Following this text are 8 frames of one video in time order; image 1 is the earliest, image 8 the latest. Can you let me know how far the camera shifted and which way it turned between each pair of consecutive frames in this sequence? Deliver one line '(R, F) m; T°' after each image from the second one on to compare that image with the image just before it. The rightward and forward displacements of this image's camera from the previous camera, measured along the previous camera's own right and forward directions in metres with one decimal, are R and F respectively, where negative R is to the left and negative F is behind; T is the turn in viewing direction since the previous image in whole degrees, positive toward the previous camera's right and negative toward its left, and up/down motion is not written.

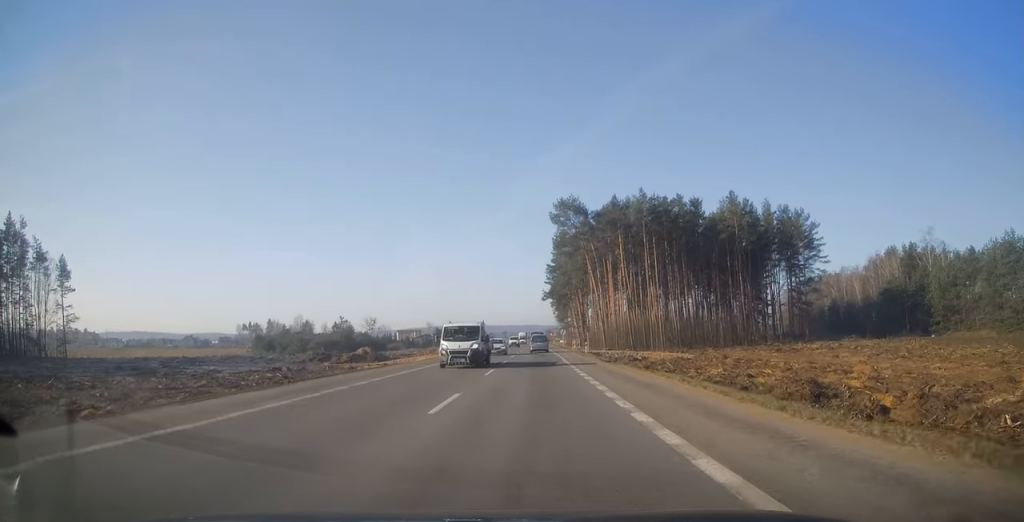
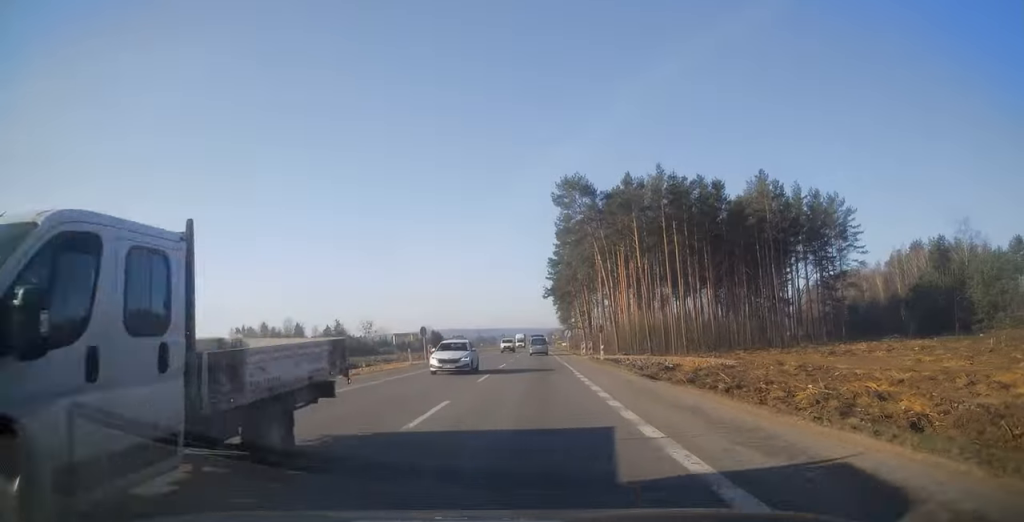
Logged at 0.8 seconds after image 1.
(0.0, +13.5) m; 0°
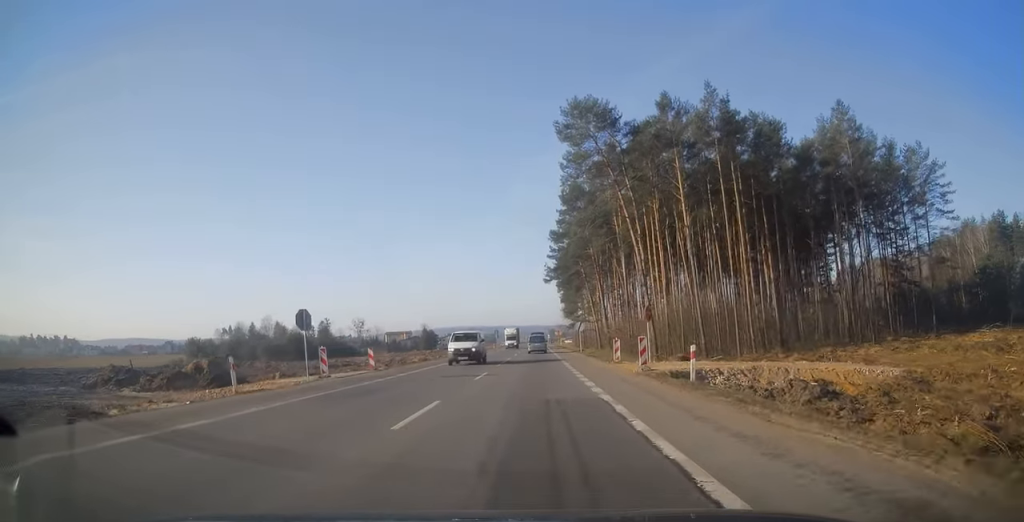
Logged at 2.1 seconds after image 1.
(0.0, +24.2) m; 0°
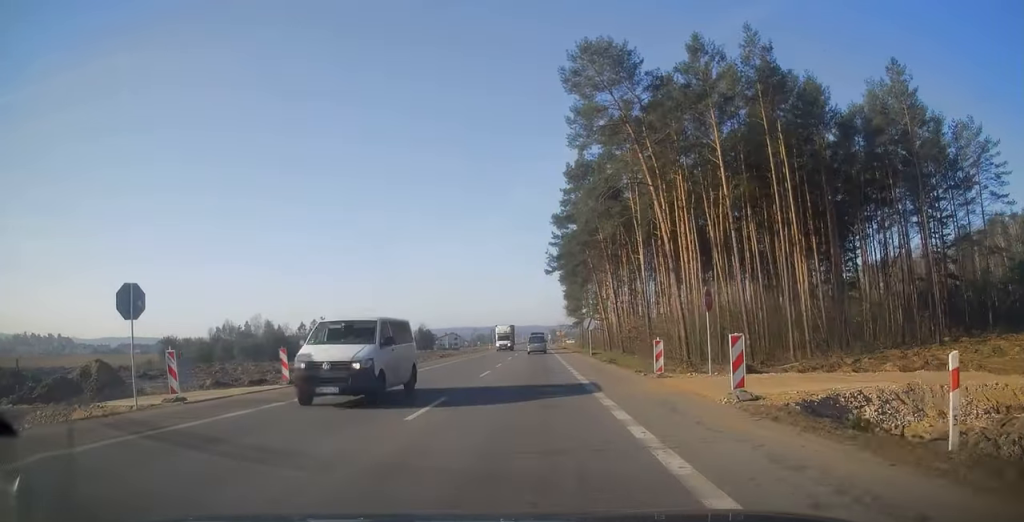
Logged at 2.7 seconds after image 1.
(0.0, +10.9) m; 0°
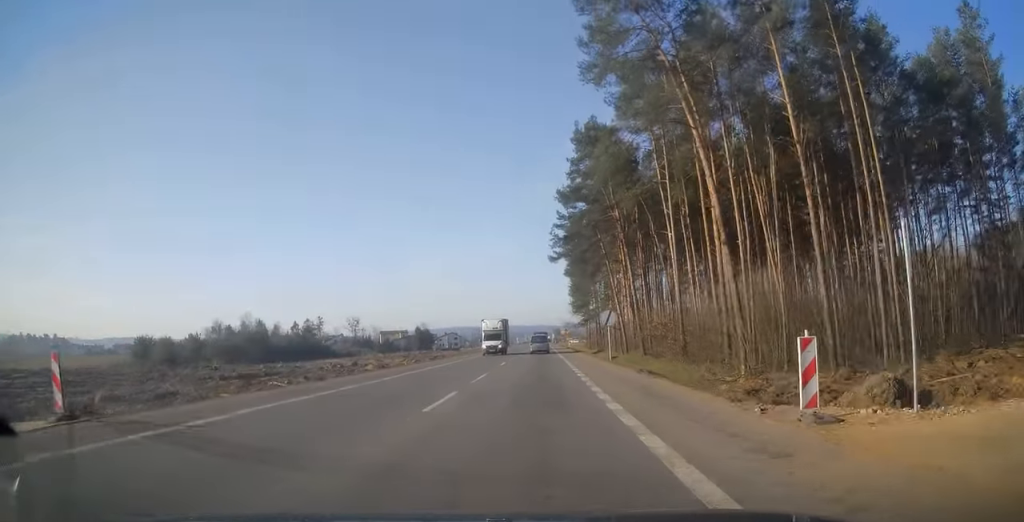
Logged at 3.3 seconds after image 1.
(0.0, +11.2) m; 0°
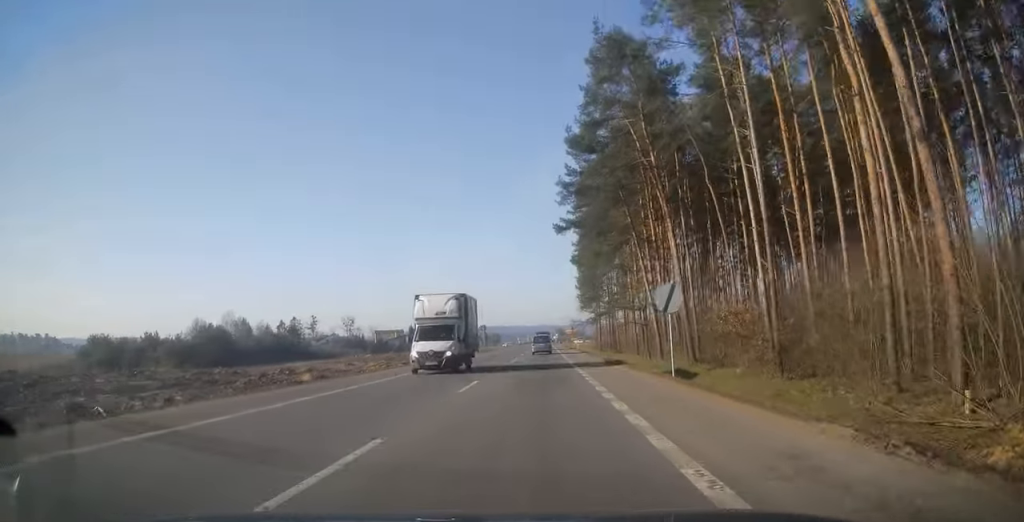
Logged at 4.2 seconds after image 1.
(0.0, +16.4) m; 0°
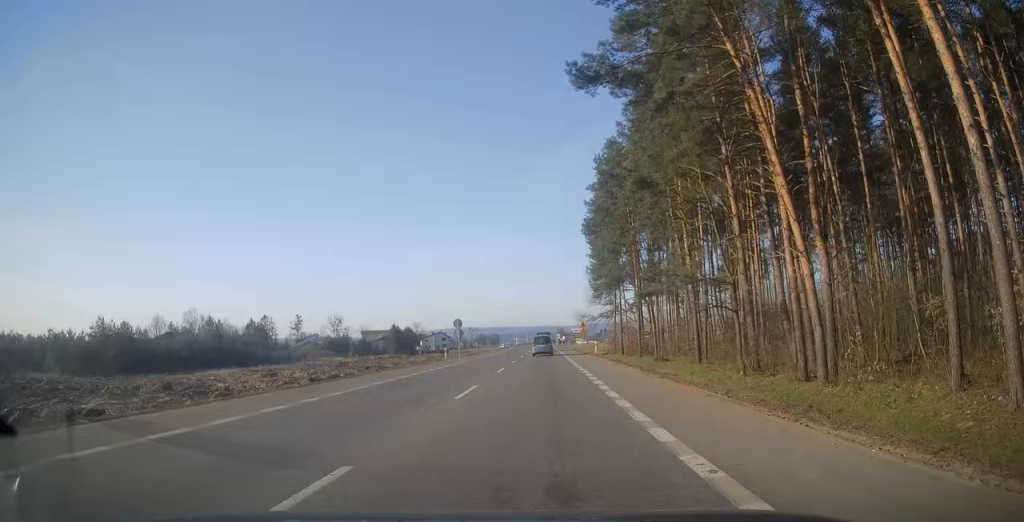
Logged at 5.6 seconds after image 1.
(0.0, +26.0) m; 0°
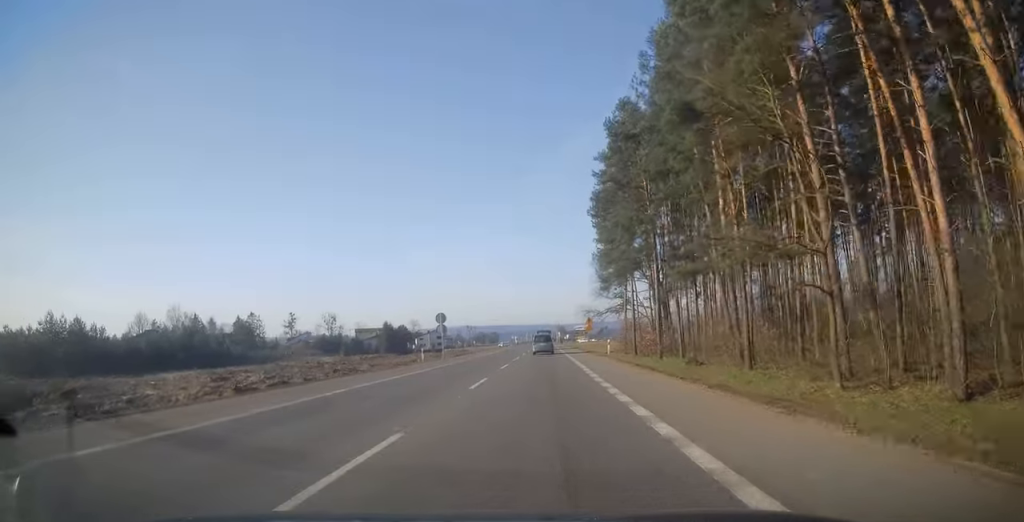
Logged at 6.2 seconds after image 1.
(0.0, +9.9) m; 0°
